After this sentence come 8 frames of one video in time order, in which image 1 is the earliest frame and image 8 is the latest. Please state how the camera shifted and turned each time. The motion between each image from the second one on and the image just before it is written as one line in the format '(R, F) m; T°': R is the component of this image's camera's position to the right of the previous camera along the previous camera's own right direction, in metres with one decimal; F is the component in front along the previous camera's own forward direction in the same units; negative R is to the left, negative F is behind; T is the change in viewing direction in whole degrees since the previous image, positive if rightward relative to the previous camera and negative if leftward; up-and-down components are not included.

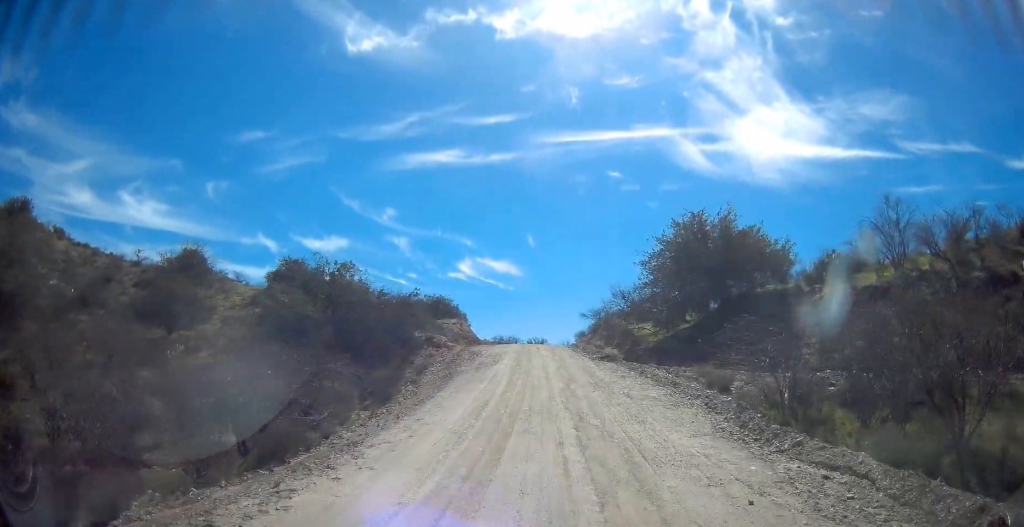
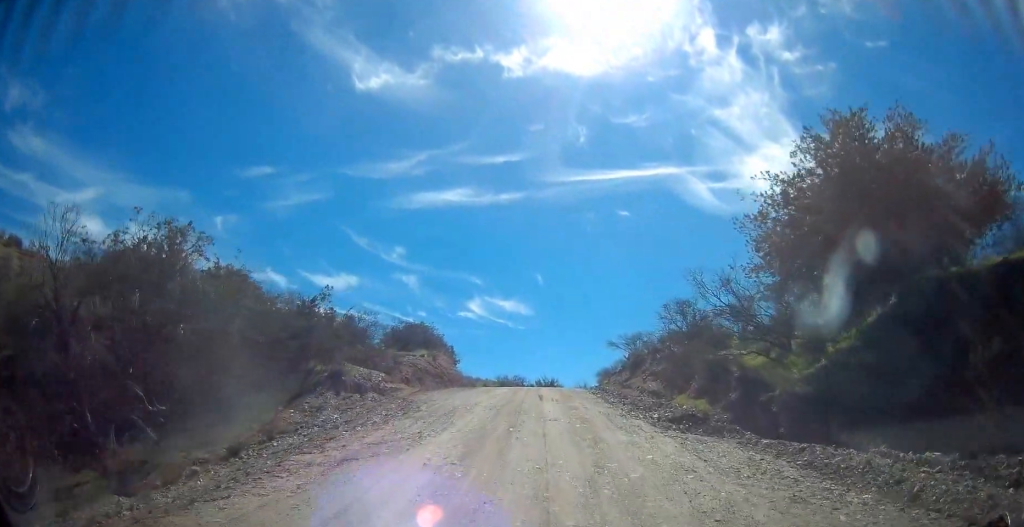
(-0.8, +16.2) m; -1°
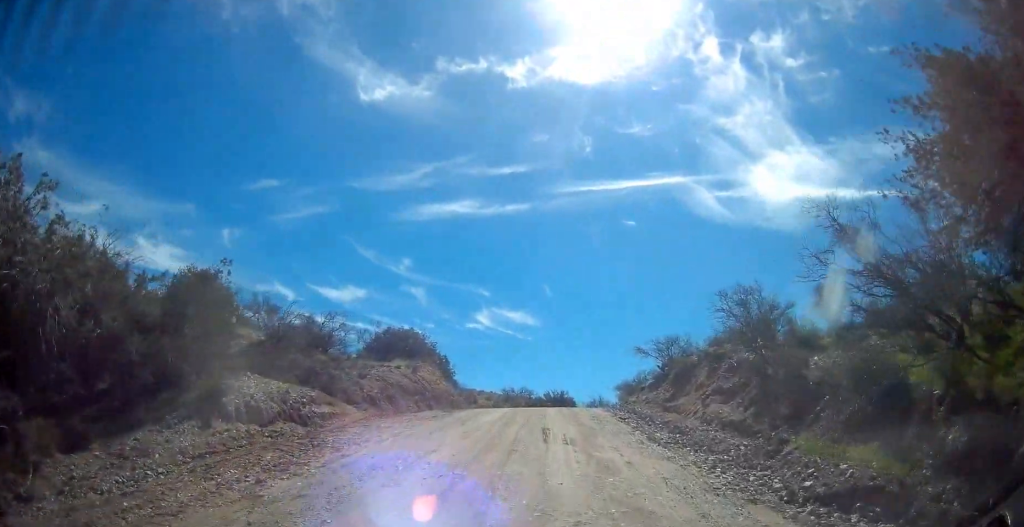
(+0.3, +7.6) m; +1°
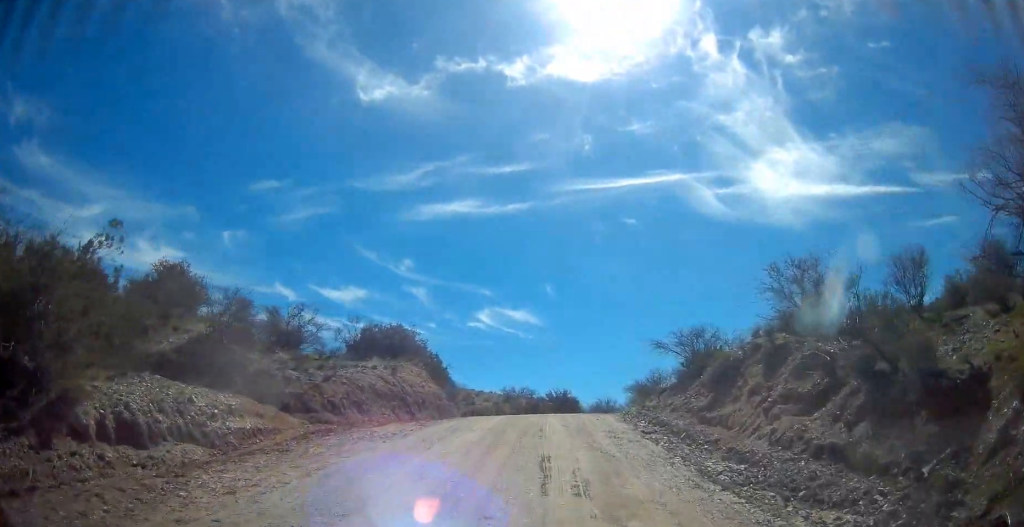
(0.0, +4.1) m; -1°
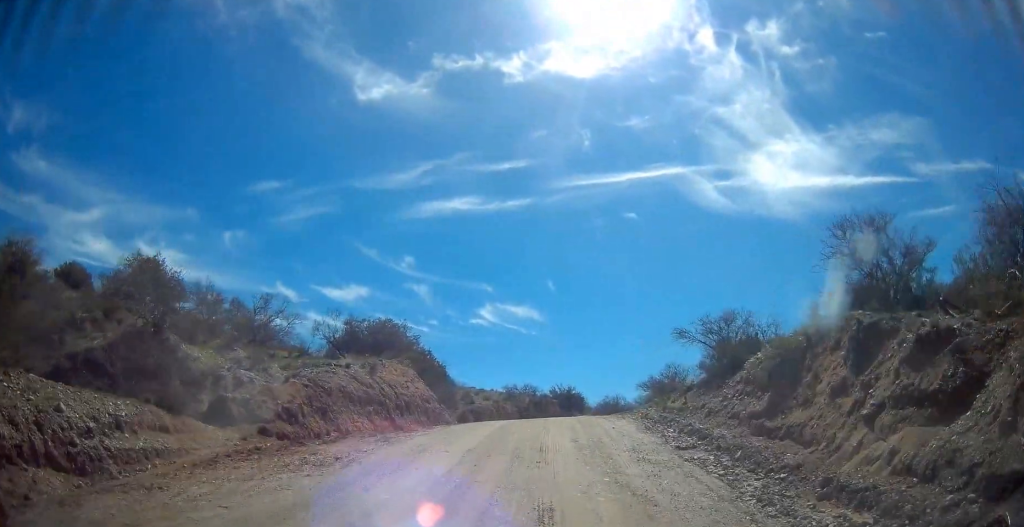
(0.0, +3.3) m; -1°
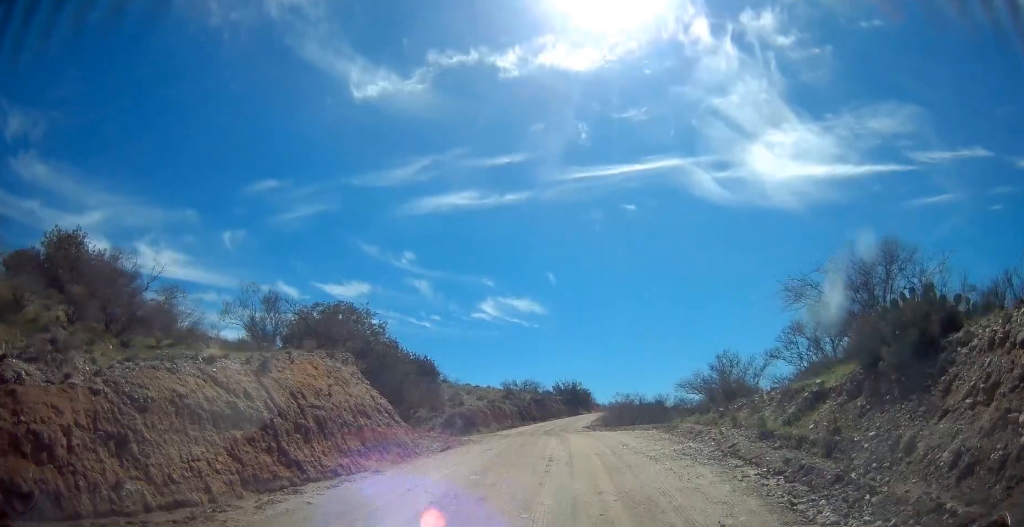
(-0.1, +8.5) m; -1°
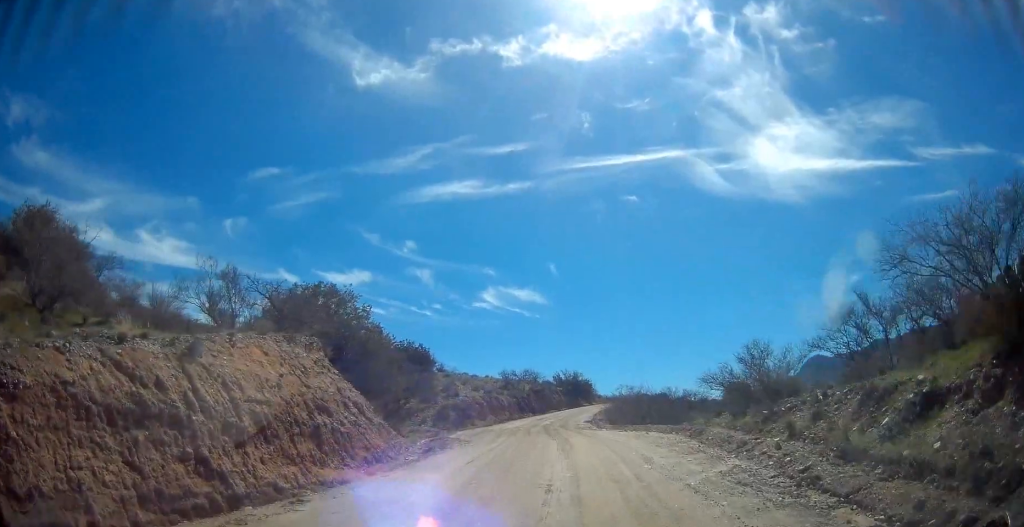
(0.0, +3.1) m; 0°
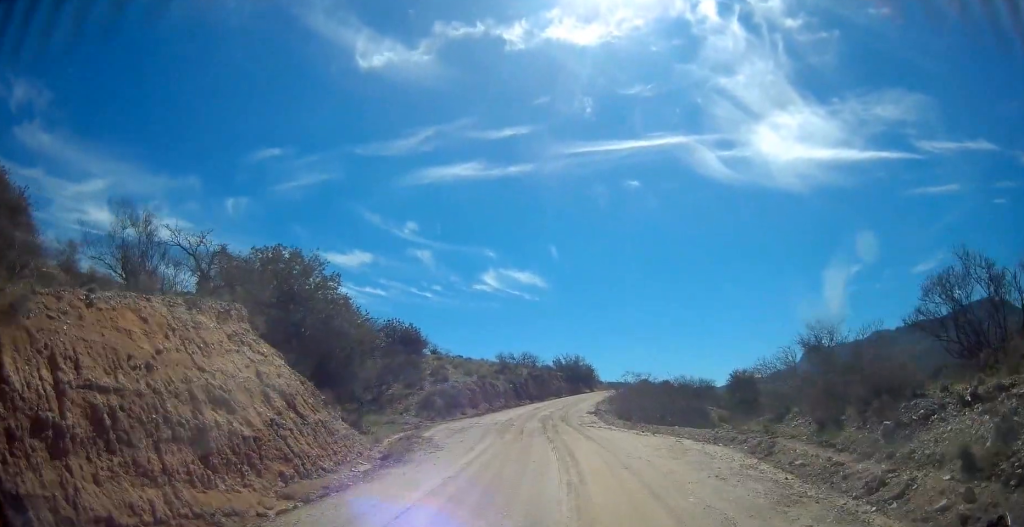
(0.0, +4.7) m; 0°
